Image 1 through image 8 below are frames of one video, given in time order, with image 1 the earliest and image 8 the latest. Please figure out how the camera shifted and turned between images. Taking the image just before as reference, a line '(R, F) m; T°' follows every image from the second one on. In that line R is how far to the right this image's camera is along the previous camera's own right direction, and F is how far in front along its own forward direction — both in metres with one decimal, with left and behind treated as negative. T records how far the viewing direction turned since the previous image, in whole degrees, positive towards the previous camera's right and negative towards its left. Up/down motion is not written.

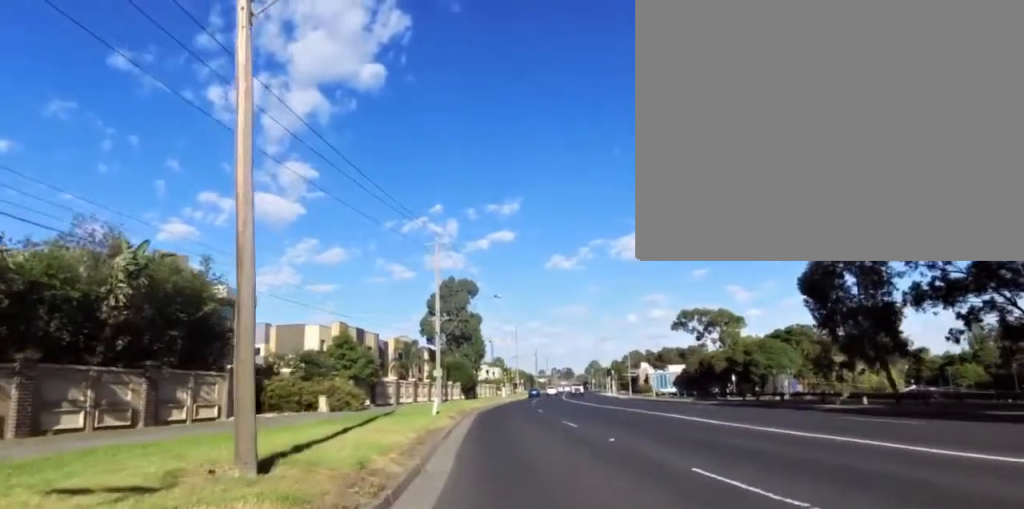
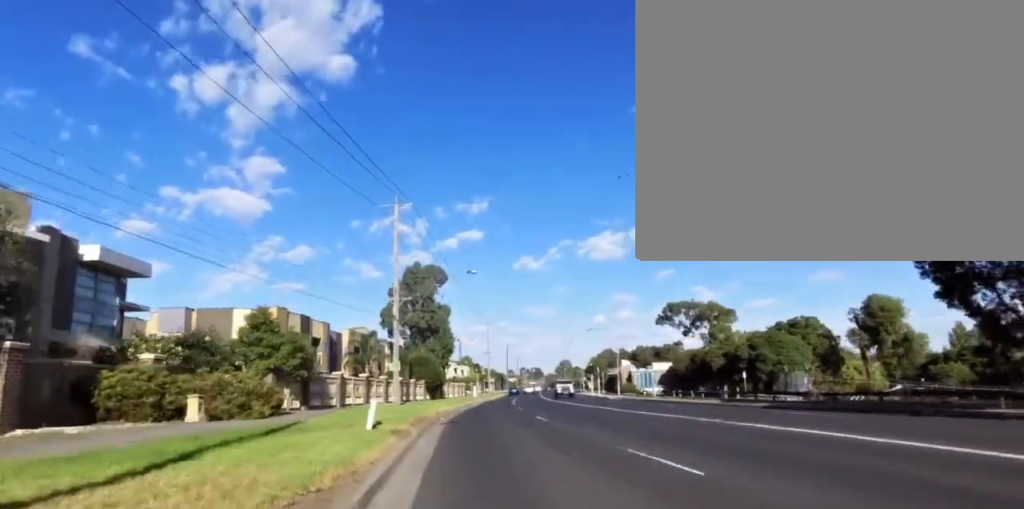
(0.0, +10.0) m; 0°
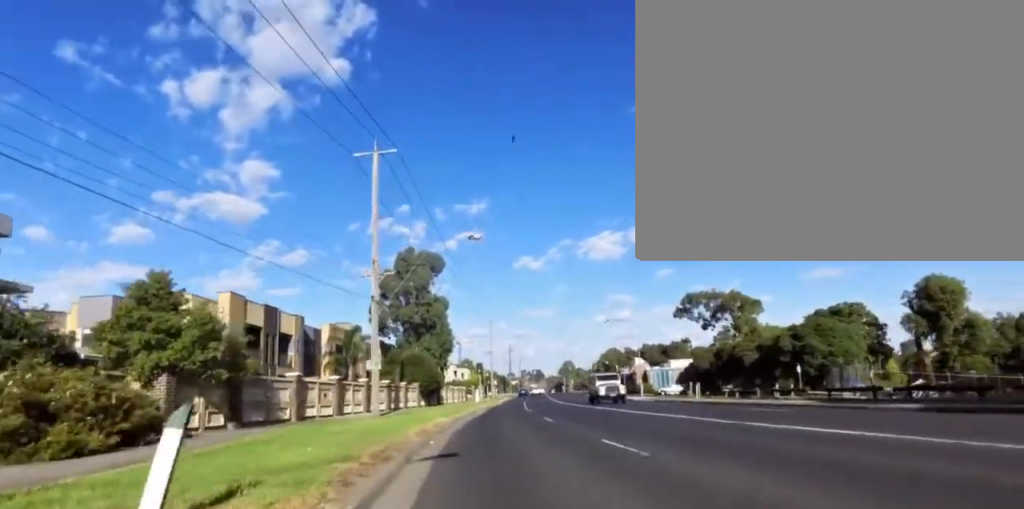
(0.0, +9.7) m; 0°
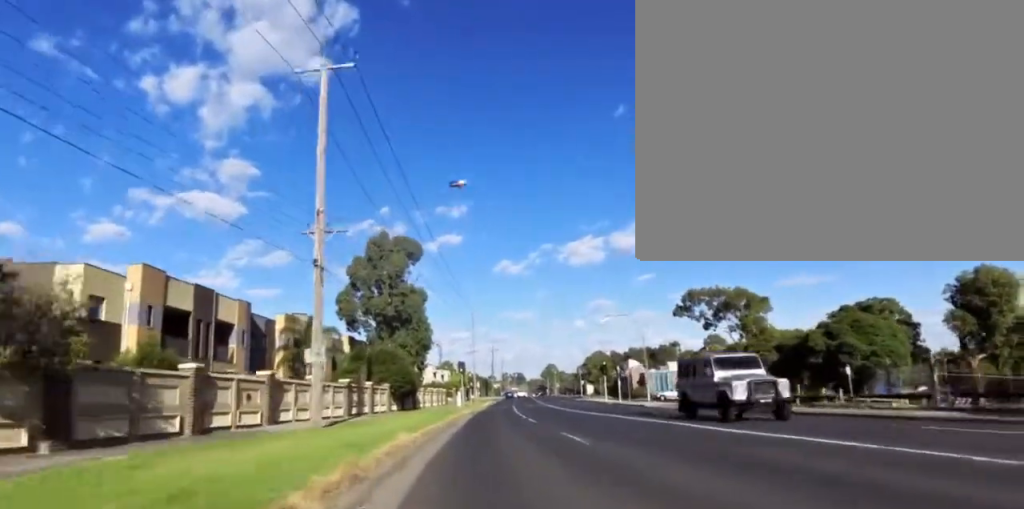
(0.0, +8.4) m; 0°
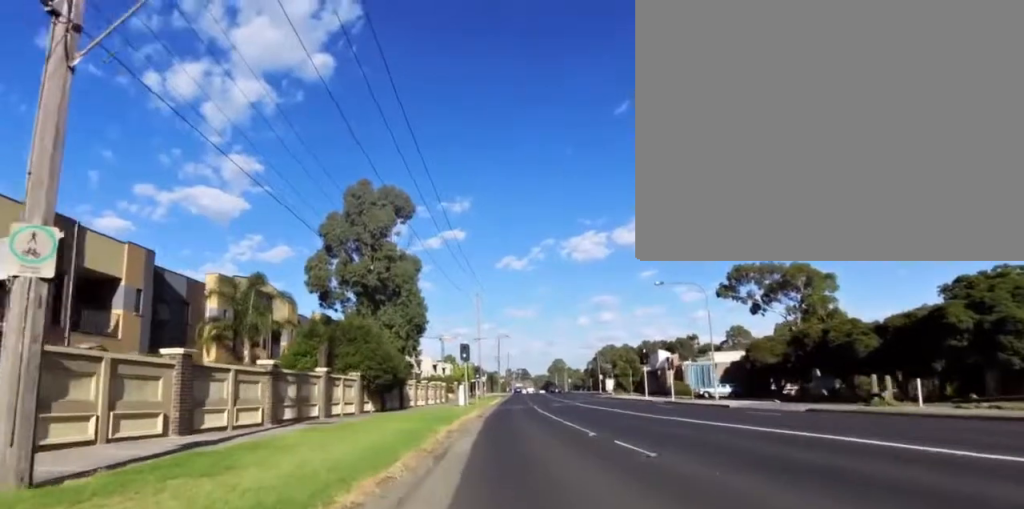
(0.0, +13.7) m; 0°
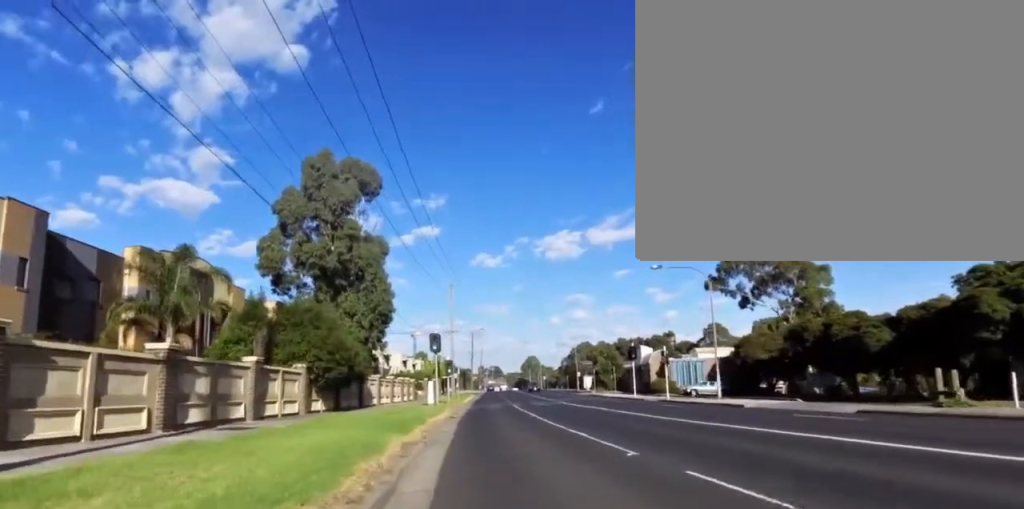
(0.0, +5.0) m; 0°
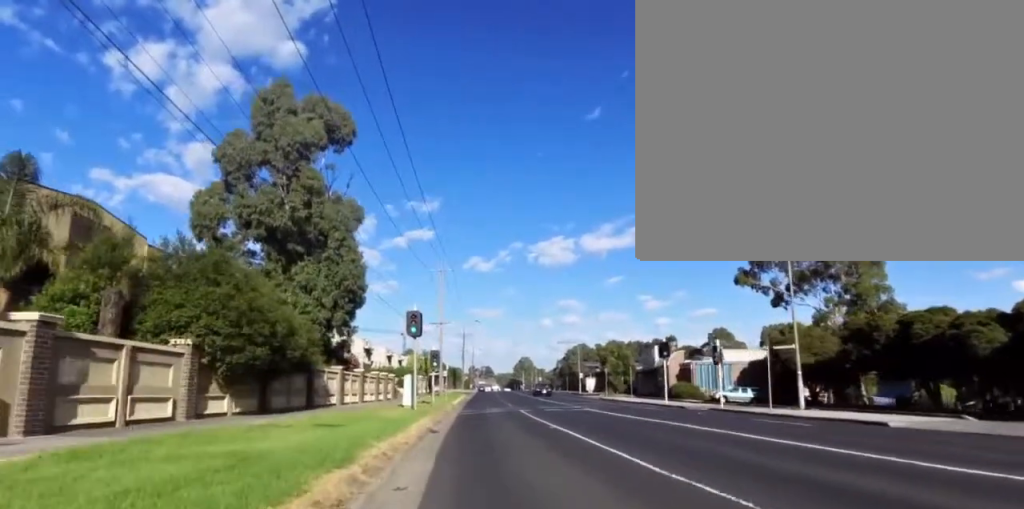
(0.0, +9.6) m; 0°
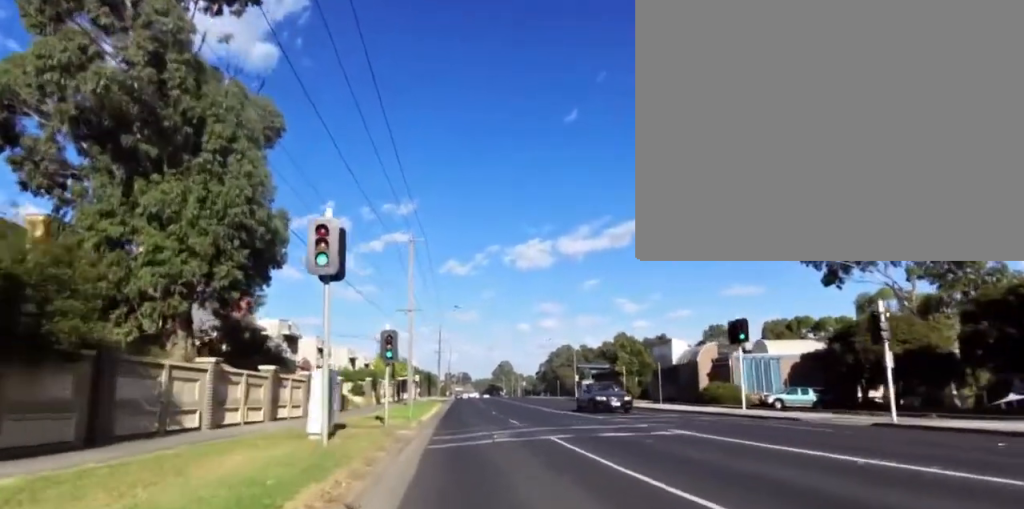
(0.0, +13.5) m; 0°
